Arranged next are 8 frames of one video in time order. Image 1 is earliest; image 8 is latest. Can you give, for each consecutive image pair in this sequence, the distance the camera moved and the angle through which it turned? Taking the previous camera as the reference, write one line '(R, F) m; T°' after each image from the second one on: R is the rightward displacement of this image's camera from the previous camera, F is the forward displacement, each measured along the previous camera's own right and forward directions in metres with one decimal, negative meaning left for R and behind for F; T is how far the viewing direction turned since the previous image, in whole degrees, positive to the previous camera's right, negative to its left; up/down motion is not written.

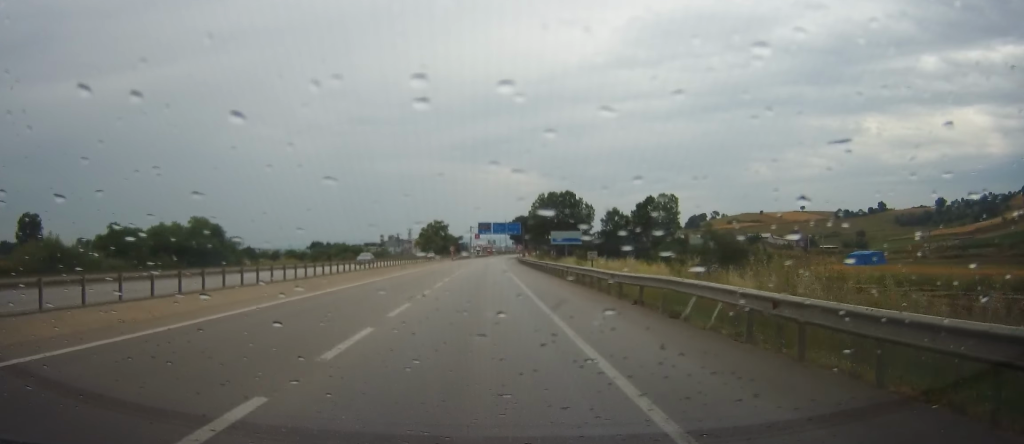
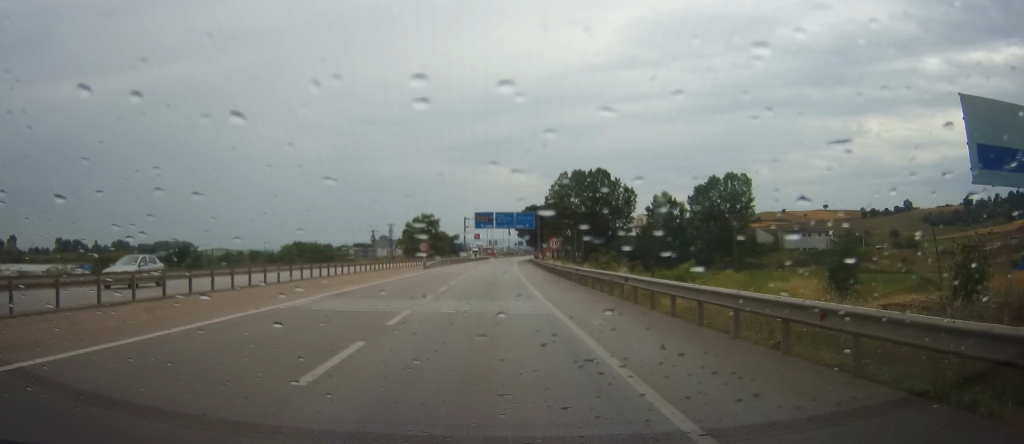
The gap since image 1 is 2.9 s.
(-1.3, +50.0) m; -2°
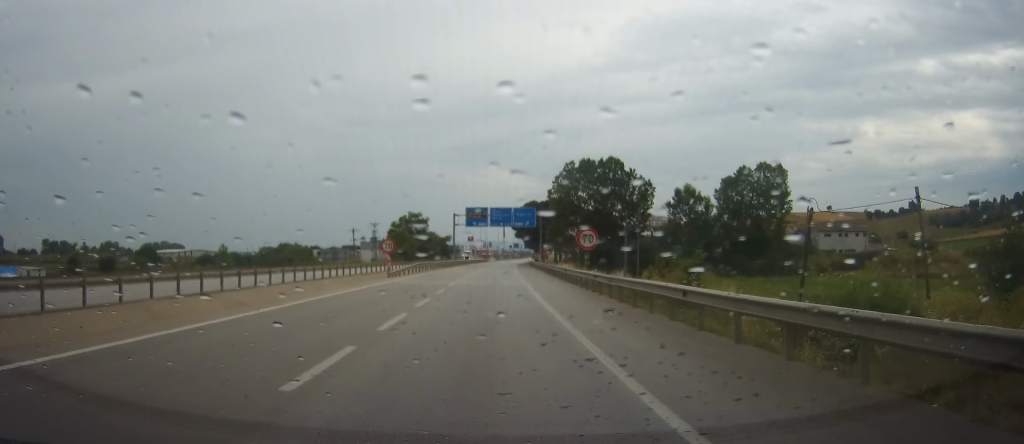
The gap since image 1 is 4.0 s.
(-0.4, +18.0) m; 0°
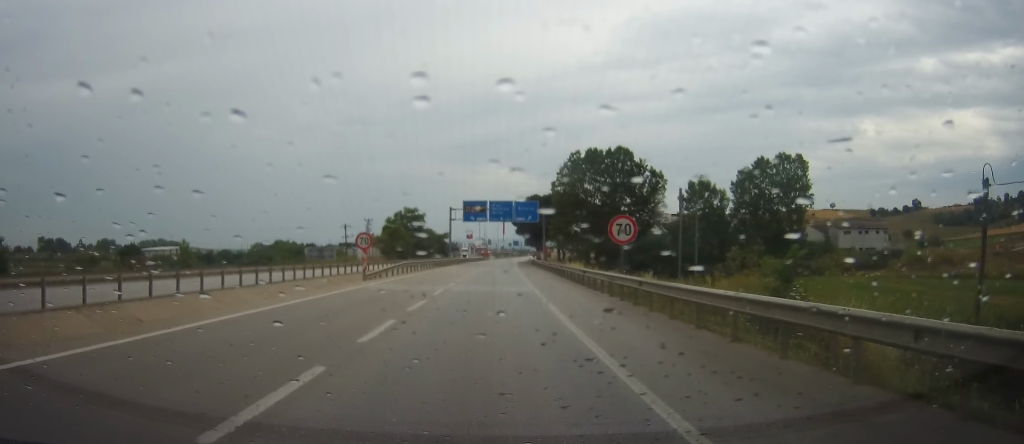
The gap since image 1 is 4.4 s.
(+0.2, +8.1) m; +1°
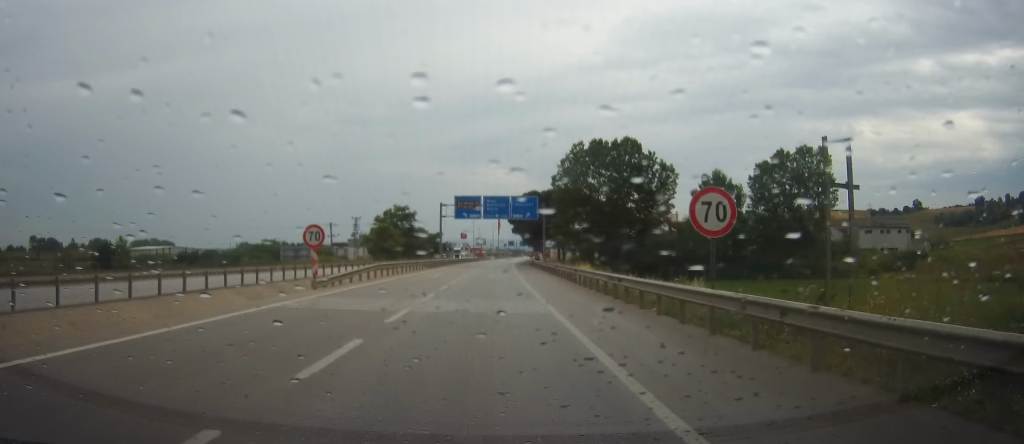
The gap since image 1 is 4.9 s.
(+0.1, +8.4) m; +1°
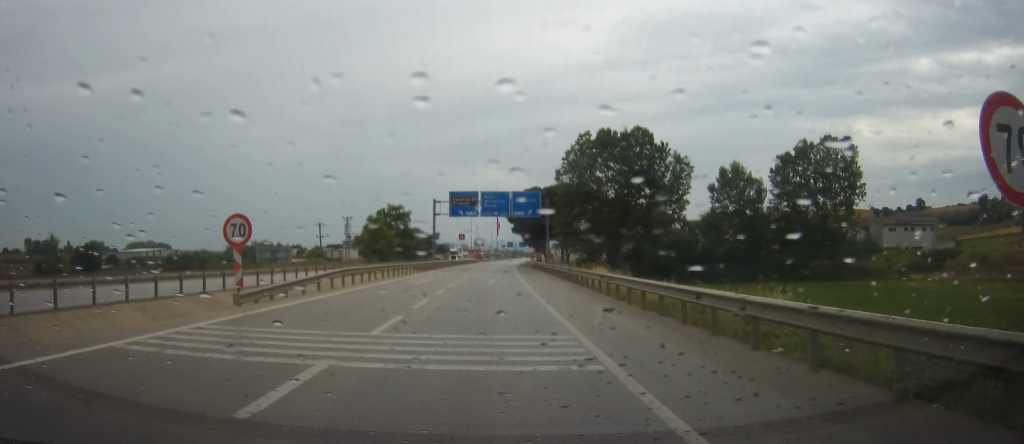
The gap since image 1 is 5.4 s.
(0.0, +8.0) m; 0°
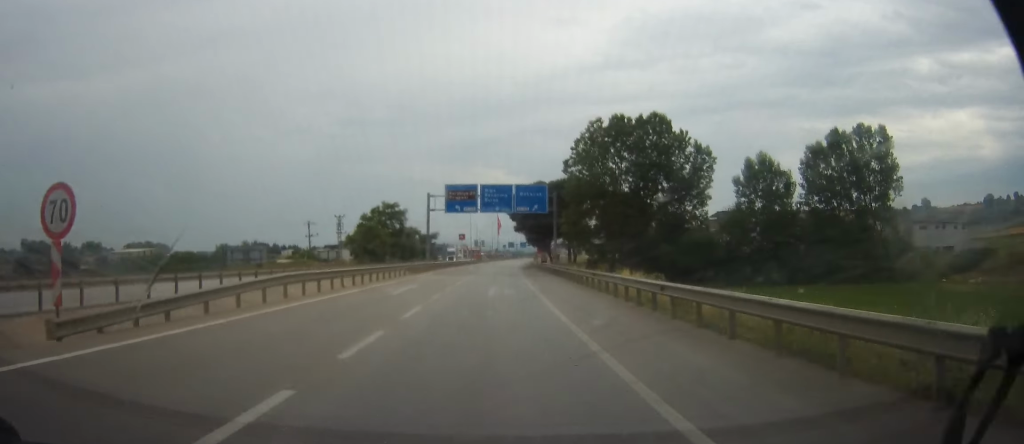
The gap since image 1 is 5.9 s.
(0.0, +8.7) m; 0°
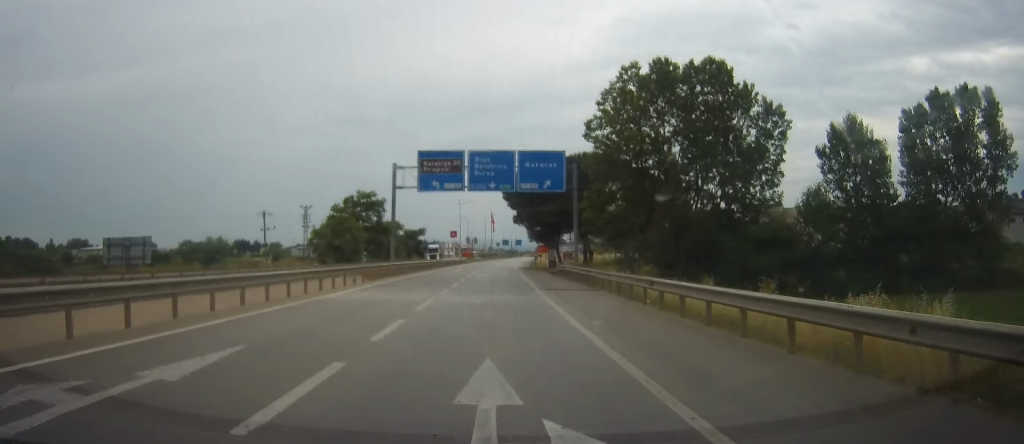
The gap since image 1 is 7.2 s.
(+0.2, +21.1) m; +2°
